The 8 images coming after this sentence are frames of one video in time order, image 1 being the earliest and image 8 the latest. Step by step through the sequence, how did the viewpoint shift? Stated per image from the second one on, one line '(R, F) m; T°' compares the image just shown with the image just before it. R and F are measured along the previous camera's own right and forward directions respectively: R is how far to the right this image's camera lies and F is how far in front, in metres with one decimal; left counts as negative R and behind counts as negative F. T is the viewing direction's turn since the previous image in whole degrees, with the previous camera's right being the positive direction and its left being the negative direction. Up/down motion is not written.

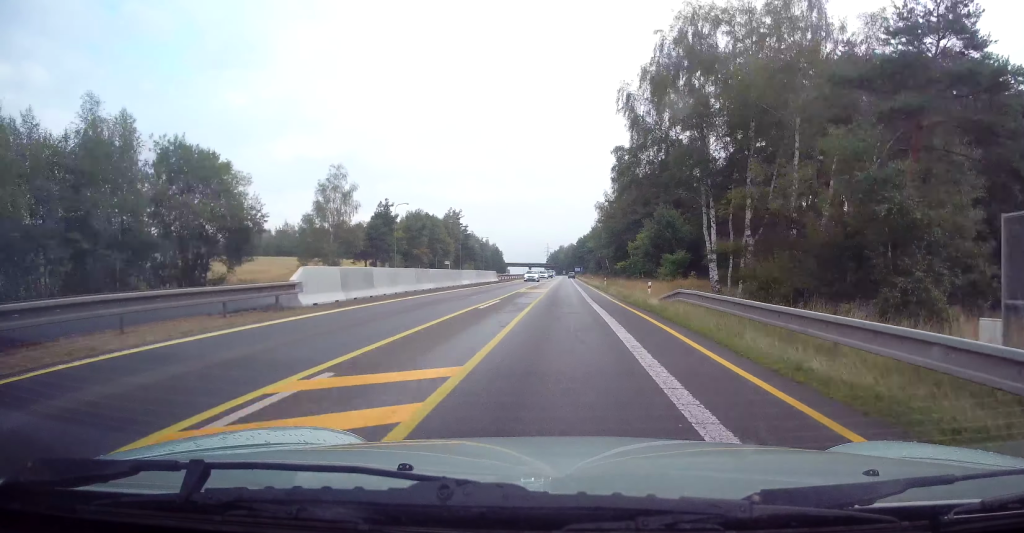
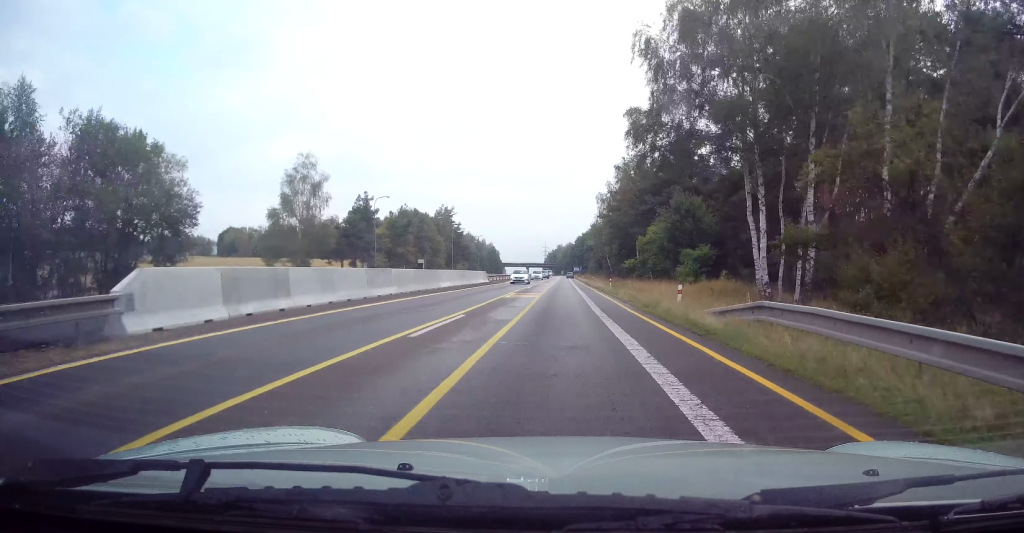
(+0.1, +8.7) m; +1°
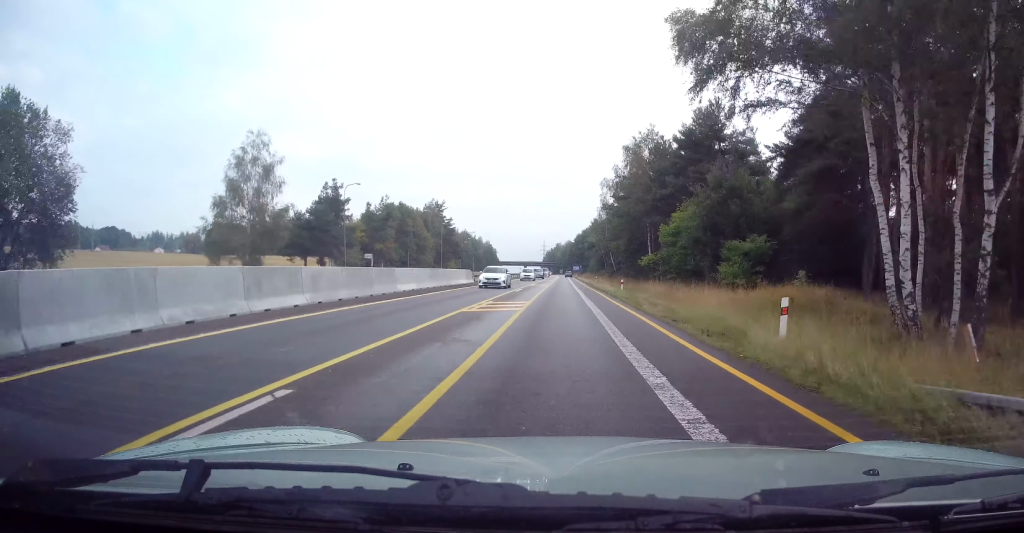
(0.0, +10.7) m; -1°
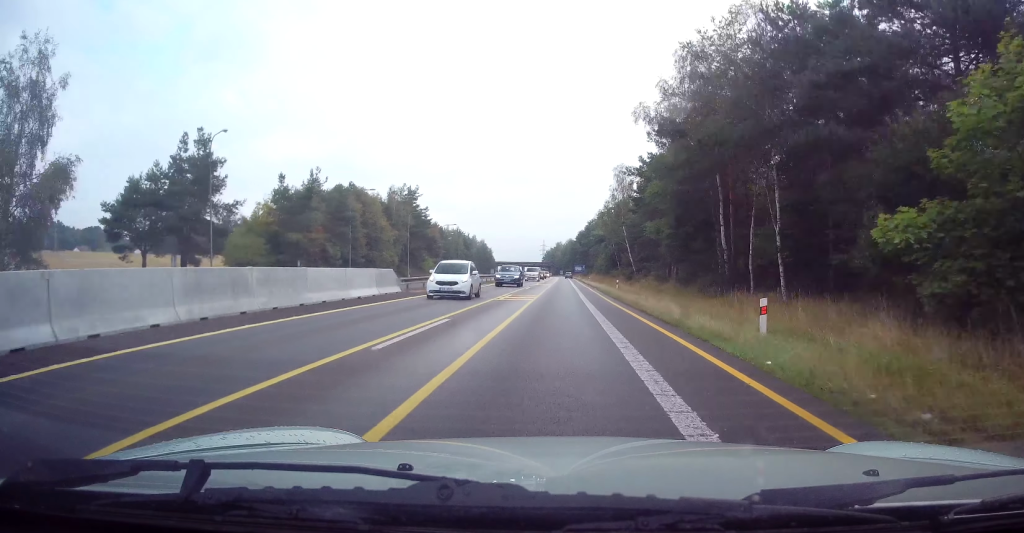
(-0.2, +27.0) m; +1°
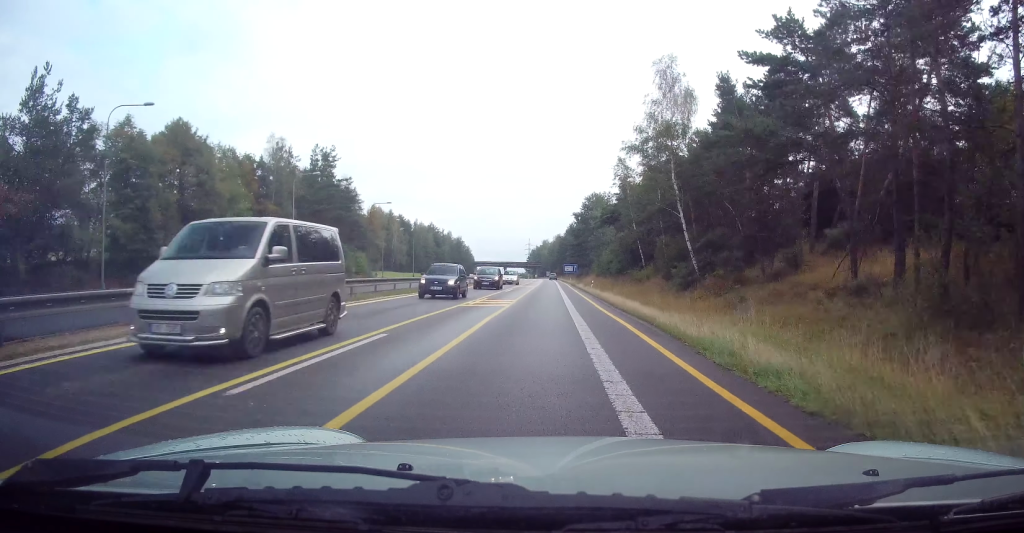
(+0.2, +38.6) m; +1°
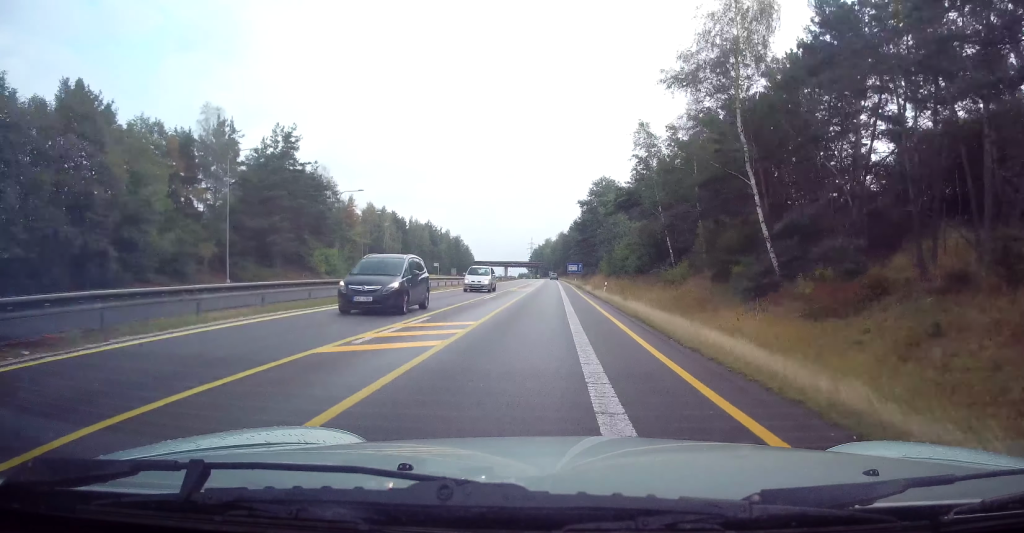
(+0.2, +12.9) m; 0°
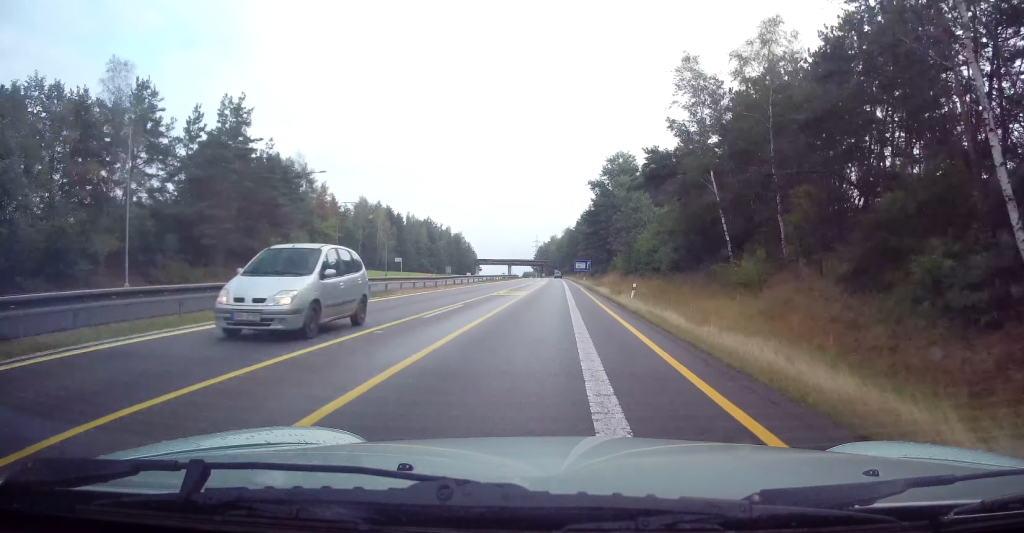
(+0.1, +13.0) m; -1°
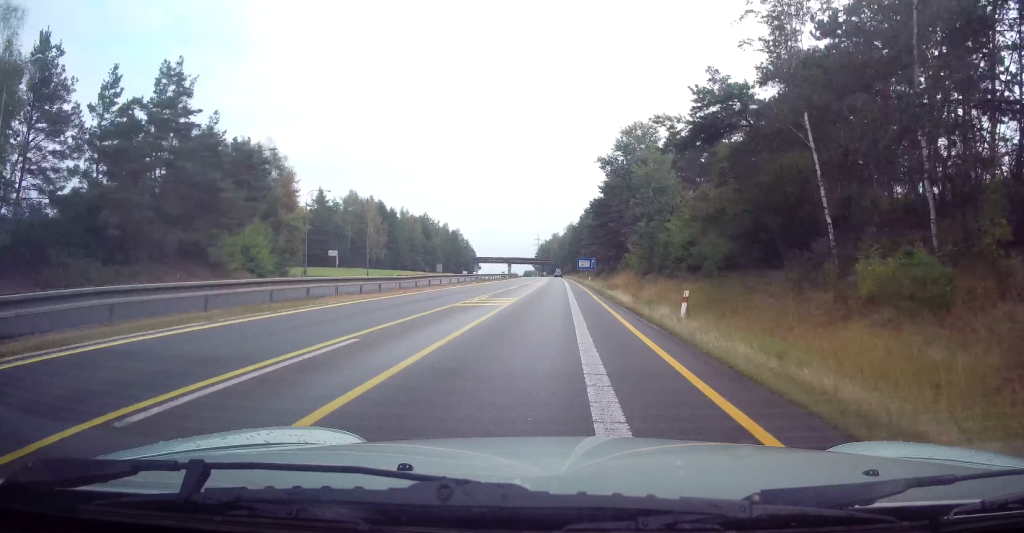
(-0.5, +11.1) m; -2°
